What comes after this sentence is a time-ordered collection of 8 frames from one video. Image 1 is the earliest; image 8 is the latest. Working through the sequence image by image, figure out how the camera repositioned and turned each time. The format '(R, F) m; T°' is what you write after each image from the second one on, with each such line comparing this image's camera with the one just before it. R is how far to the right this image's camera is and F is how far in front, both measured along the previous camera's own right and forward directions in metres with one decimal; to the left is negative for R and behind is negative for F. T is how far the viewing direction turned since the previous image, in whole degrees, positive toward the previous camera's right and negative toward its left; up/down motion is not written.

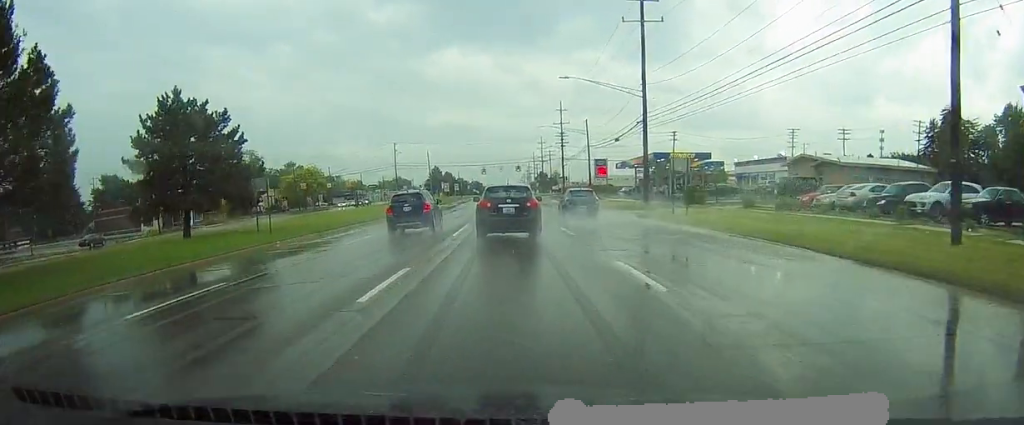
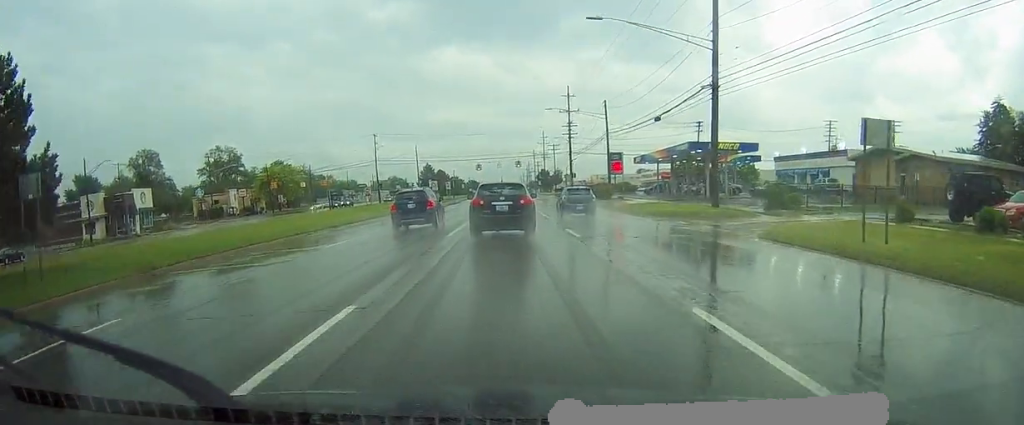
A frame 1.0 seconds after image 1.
(-0.4, +18.3) m; 0°
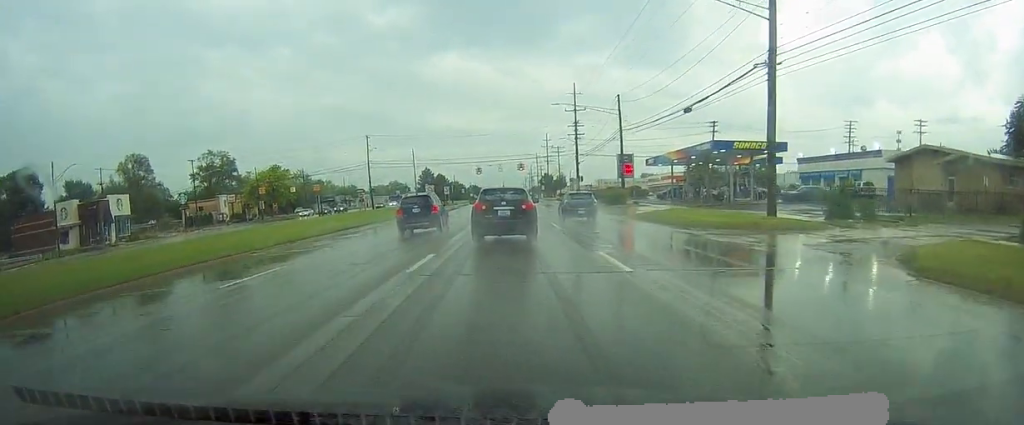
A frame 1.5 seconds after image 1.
(+0.1, +7.9) m; 0°
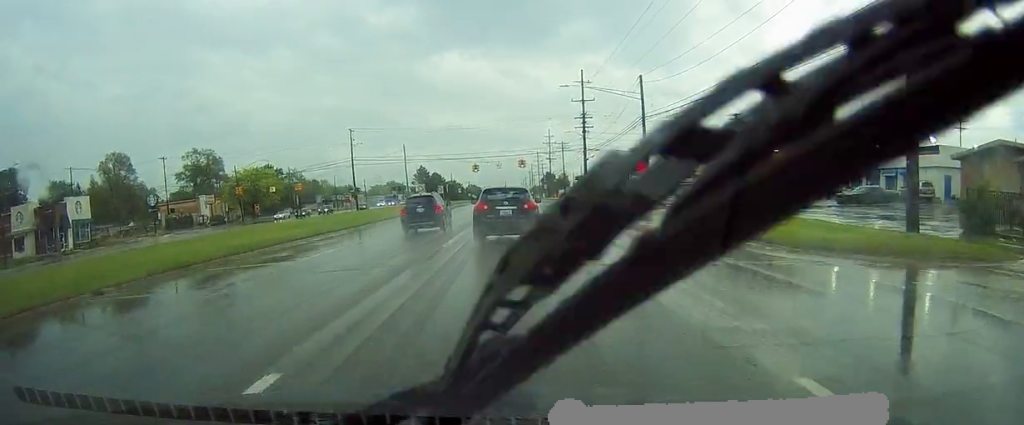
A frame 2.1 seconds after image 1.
(+0.2, +10.9) m; 0°
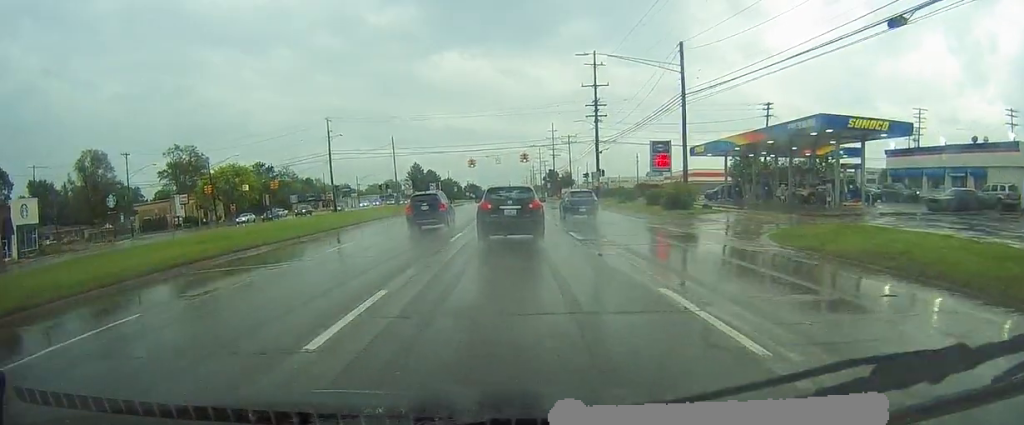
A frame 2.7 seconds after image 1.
(-0.3, +12.4) m; -1°
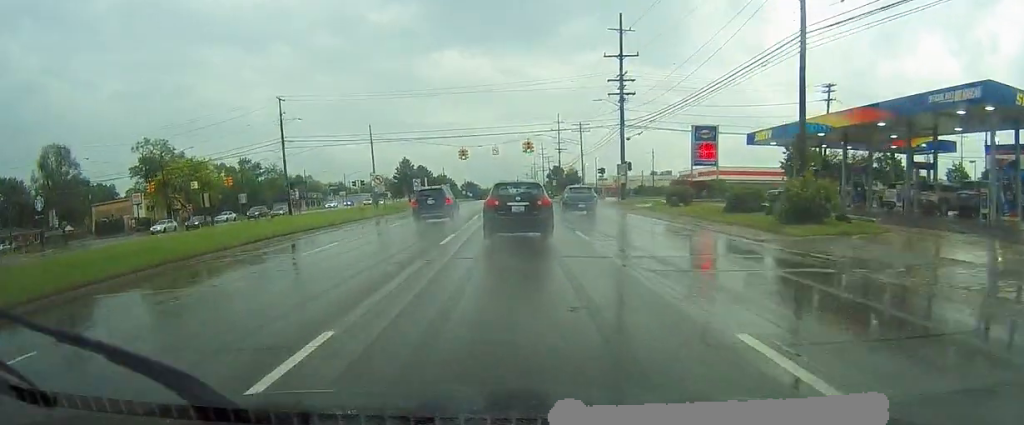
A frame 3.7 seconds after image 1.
(-0.1, +17.6) m; 0°
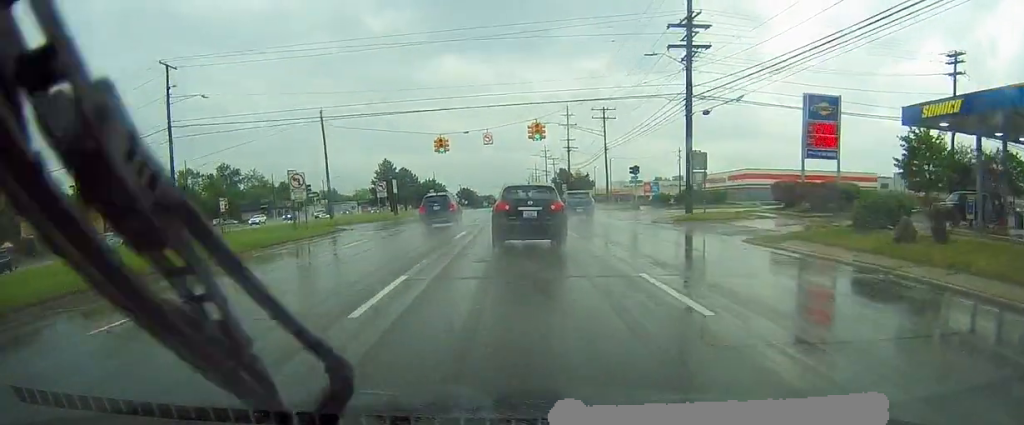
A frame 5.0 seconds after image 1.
(+0.4, +23.7) m; 0°
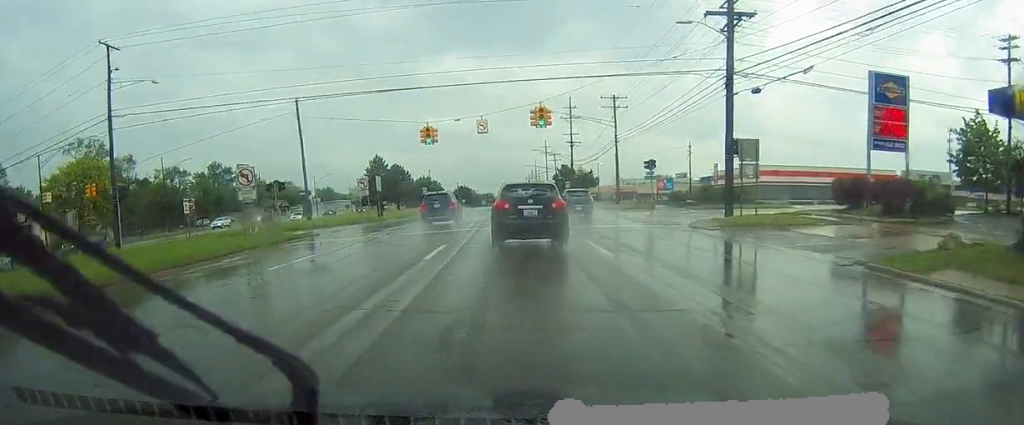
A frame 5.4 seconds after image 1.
(-0.1, +7.5) m; 0°
